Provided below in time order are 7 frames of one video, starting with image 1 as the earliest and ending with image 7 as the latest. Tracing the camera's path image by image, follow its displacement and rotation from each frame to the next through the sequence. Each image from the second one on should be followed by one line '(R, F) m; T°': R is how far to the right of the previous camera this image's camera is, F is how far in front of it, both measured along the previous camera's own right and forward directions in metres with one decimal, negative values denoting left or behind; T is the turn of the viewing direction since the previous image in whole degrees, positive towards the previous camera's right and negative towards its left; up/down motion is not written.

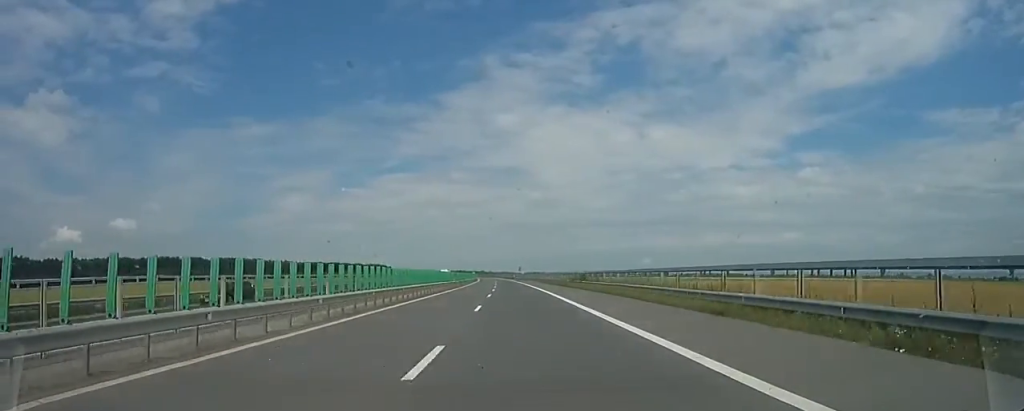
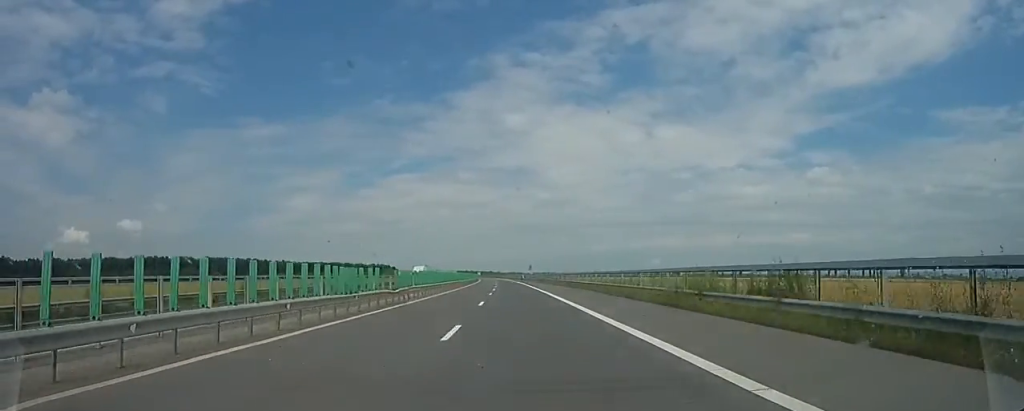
(+0.3, +32.5) m; -1°
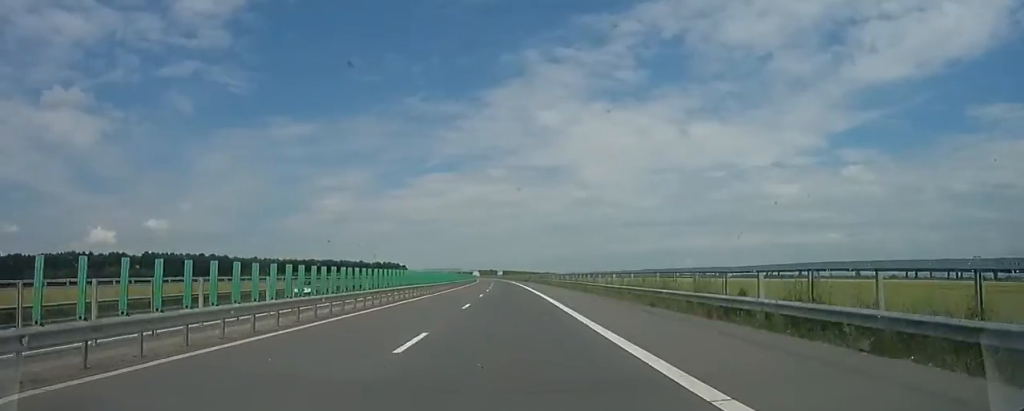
(-4.2, +147.2) m; -3°
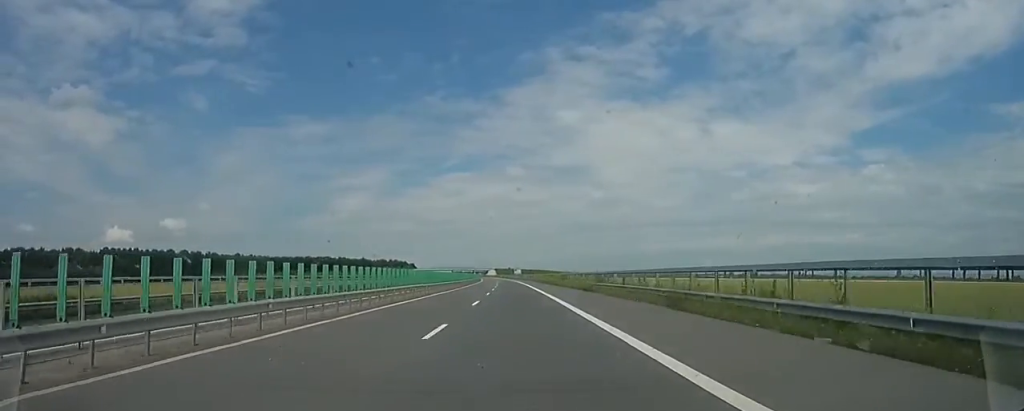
(-1.5, +70.8) m; -3°
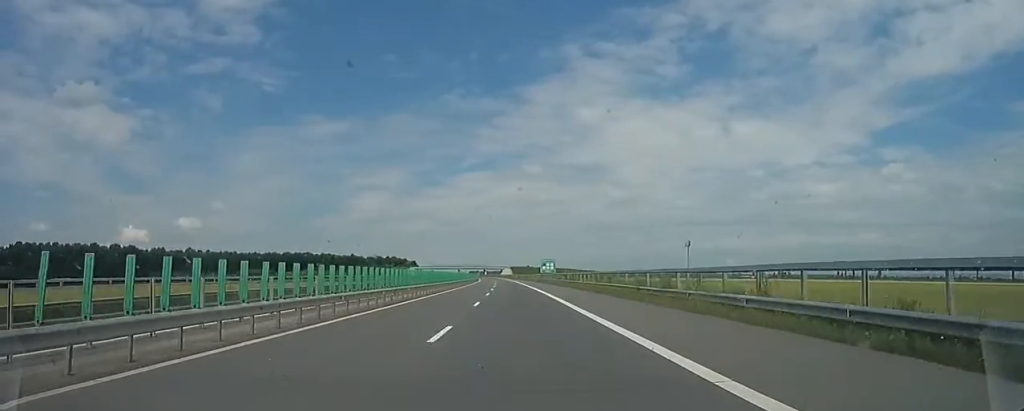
(-3.8, +96.8) m; -3°
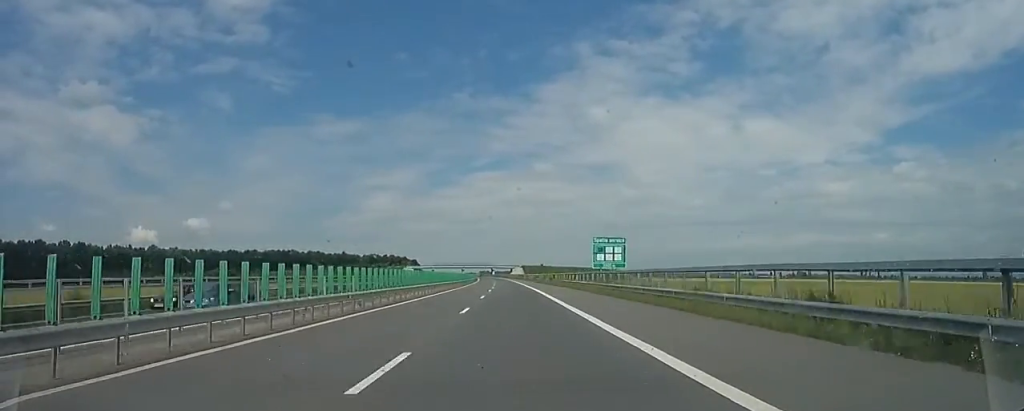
(-0.7, +52.8) m; -1°
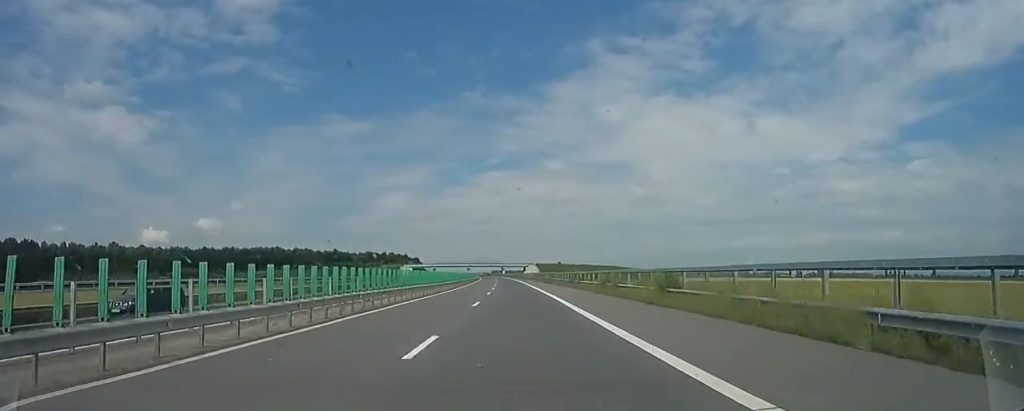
(0.0, +47.1) m; 0°
